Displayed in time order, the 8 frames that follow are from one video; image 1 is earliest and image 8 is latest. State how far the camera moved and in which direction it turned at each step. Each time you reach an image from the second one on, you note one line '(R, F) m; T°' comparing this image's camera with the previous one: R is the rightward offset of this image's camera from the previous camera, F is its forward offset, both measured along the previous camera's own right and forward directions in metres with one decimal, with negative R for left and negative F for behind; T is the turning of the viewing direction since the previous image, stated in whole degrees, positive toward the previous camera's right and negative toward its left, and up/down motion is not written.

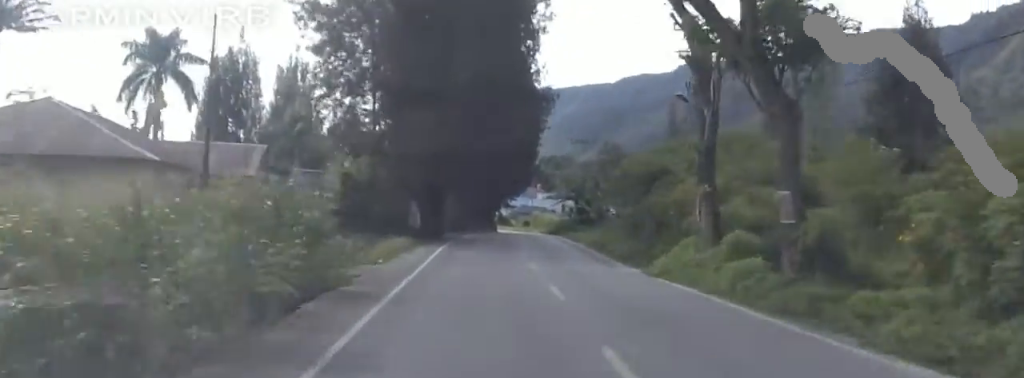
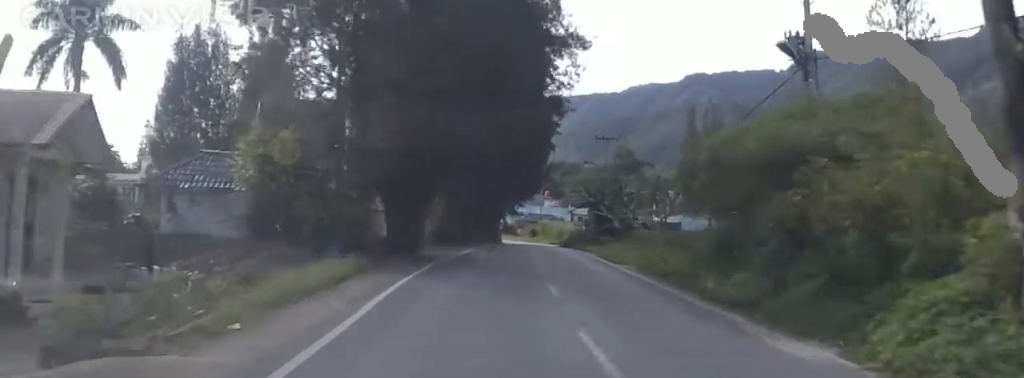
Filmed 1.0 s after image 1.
(-0.2, +14.2) m; -1°
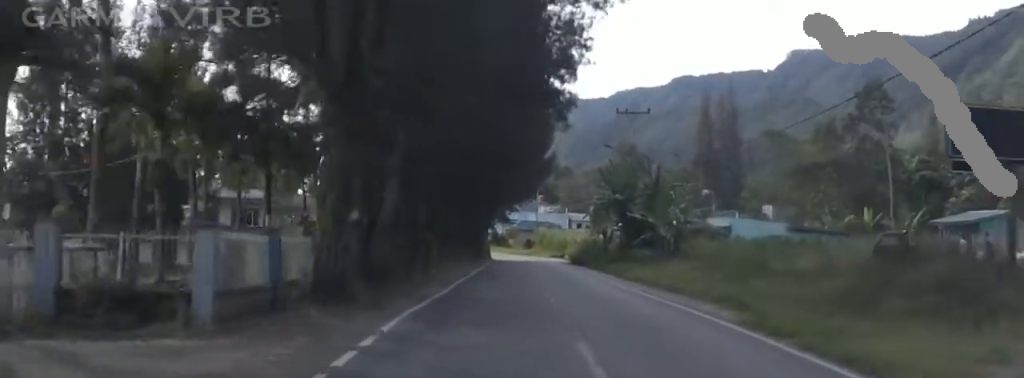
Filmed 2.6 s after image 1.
(+1.4, +23.9) m; +4°
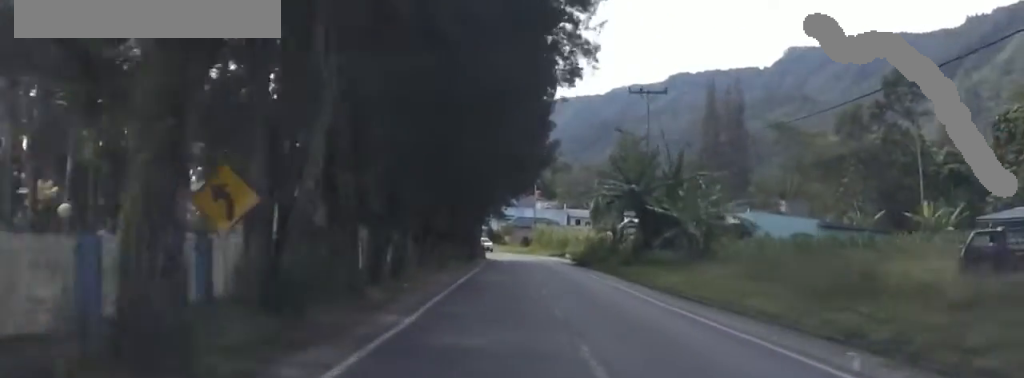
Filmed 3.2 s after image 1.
(+0.1, +8.0) m; -1°
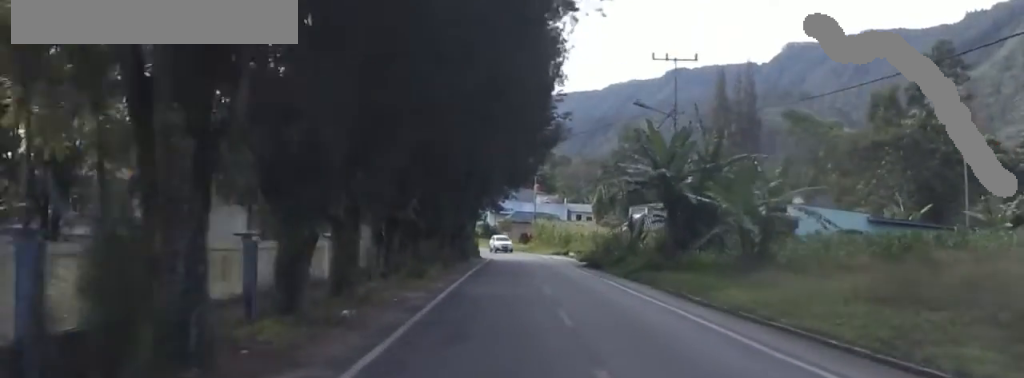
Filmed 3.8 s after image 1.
(-0.8, +9.2) m; -2°
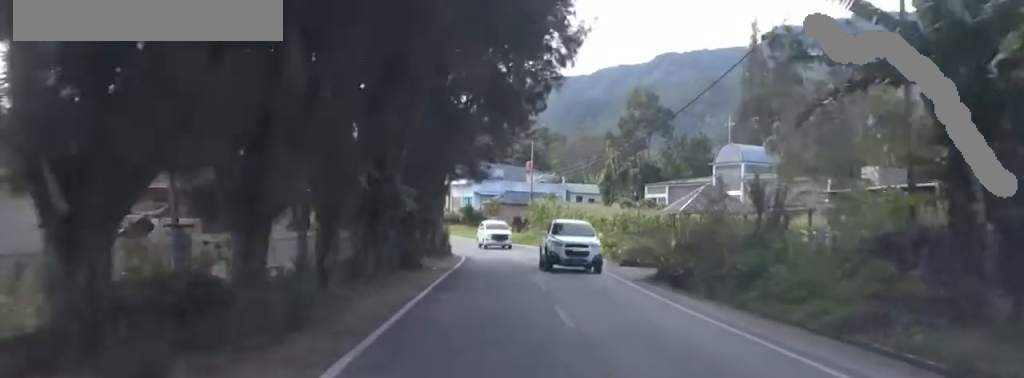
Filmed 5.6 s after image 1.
(+1.8, +26.3) m; +4°
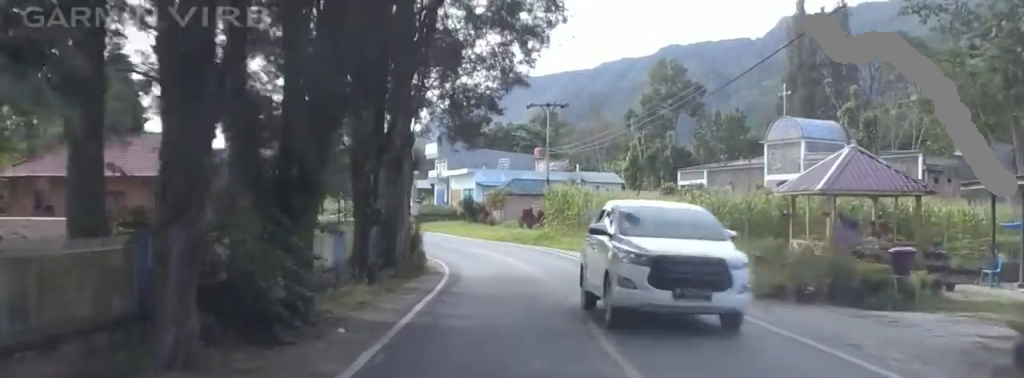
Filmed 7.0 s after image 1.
(-1.2, +18.4) m; -6°
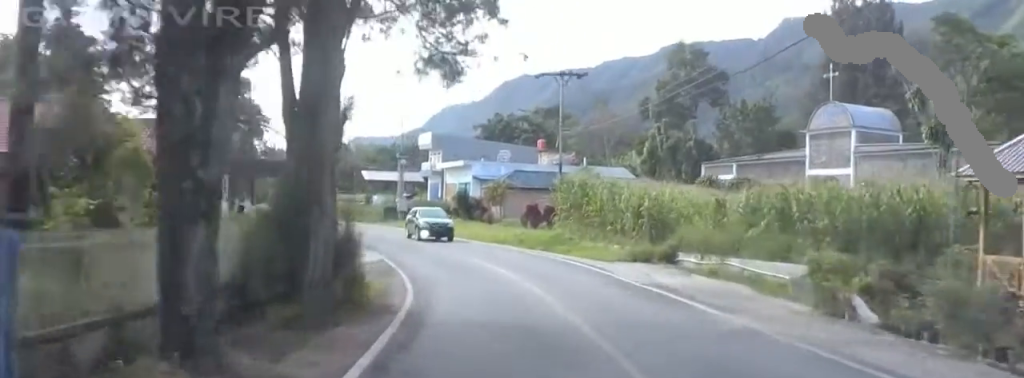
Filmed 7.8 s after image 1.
(0.0, +12.4) m; 0°
